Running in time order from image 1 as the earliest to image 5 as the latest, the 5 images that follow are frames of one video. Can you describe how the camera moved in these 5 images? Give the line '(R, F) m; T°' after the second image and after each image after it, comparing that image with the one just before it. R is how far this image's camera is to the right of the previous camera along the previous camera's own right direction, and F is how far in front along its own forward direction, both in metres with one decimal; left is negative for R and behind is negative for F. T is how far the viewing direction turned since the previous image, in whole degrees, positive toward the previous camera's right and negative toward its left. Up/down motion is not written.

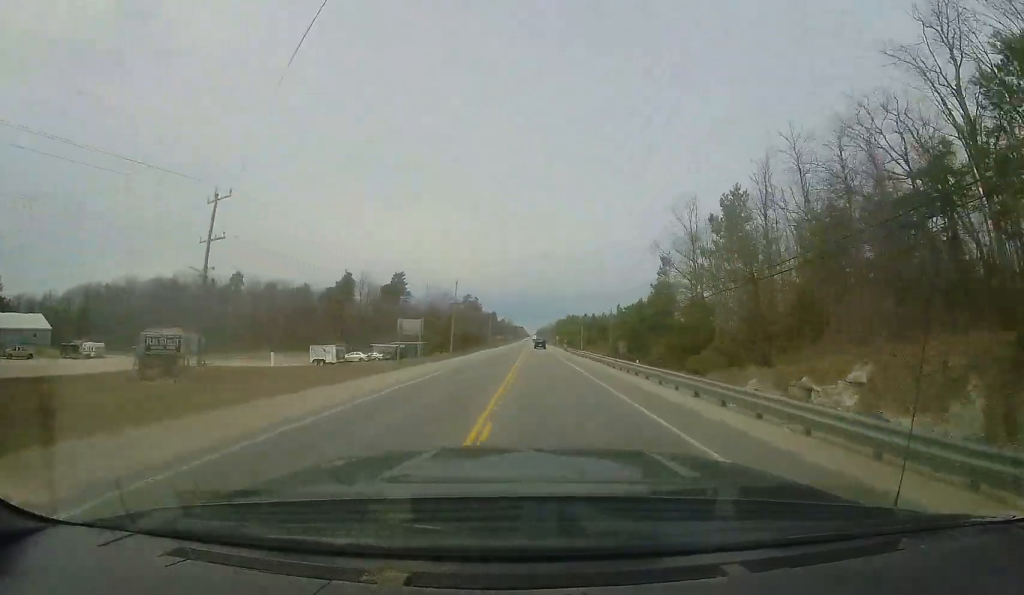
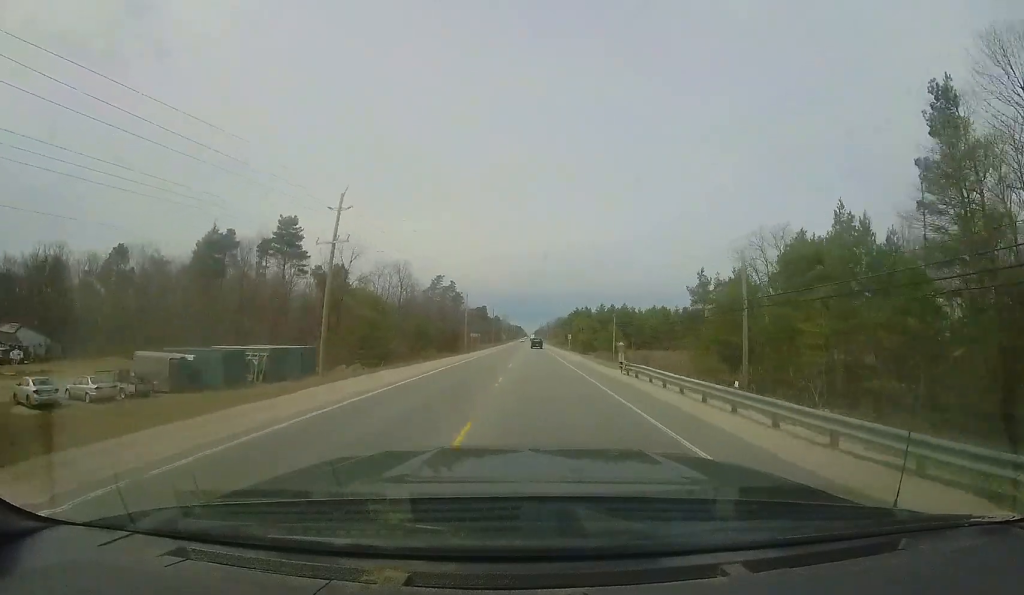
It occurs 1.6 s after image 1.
(+0.2, +41.1) m; +1°
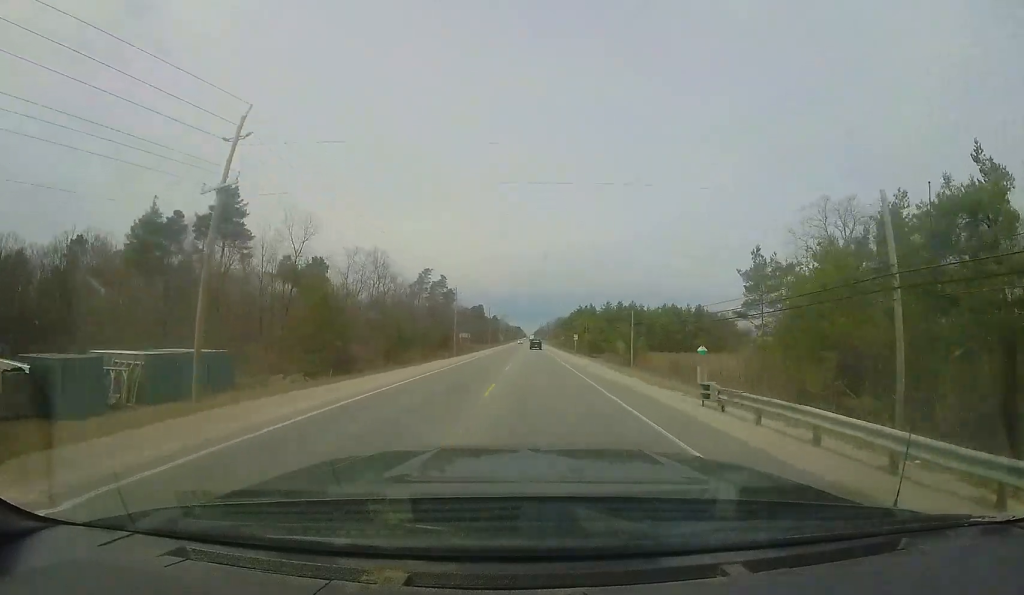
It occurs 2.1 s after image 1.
(+0.2, +10.8) m; 0°
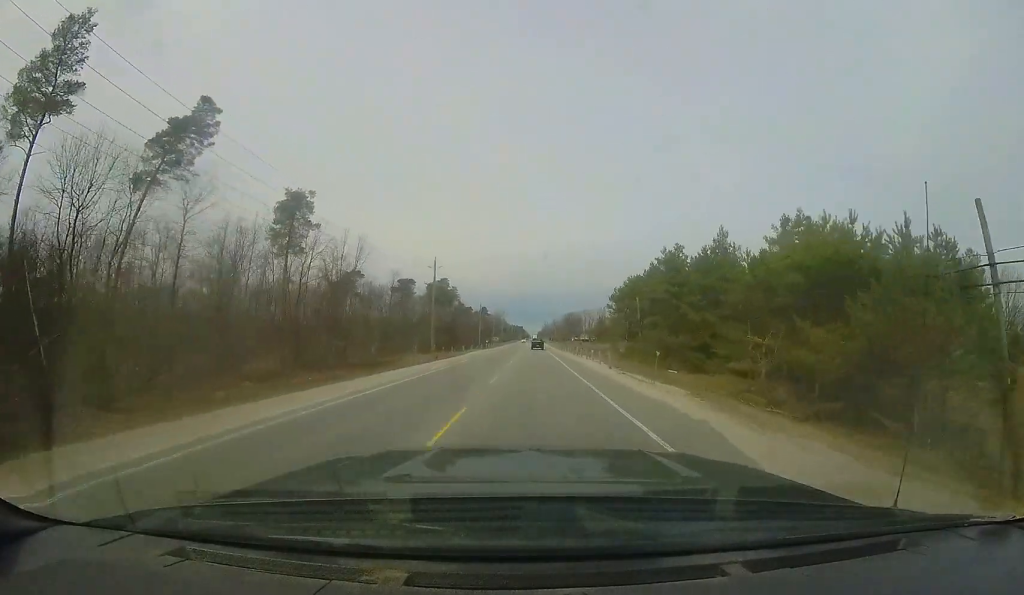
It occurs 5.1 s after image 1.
(-1.6, +77.1) m; -2°
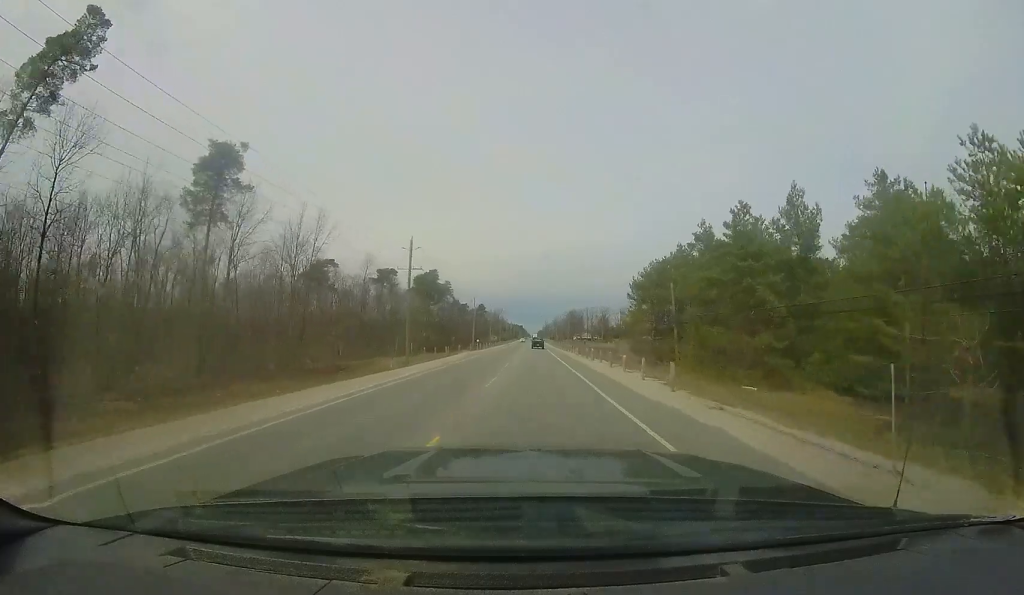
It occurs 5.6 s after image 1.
(0.0, +11.0) m; 0°
